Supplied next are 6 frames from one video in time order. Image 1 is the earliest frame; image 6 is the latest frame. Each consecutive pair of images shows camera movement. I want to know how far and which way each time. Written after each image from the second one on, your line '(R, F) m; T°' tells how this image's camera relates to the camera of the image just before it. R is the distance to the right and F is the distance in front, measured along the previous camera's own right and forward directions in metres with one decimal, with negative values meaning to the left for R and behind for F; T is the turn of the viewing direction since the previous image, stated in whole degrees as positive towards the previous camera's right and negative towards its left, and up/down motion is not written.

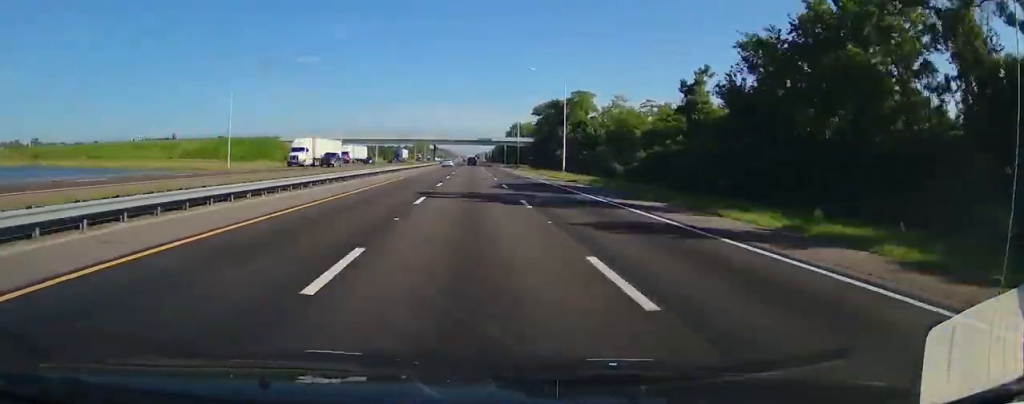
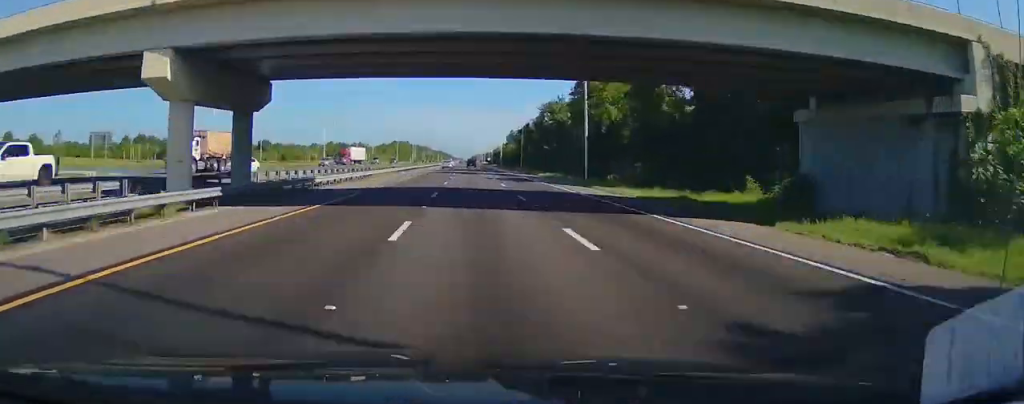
(+1.3, +143.5) m; 0°
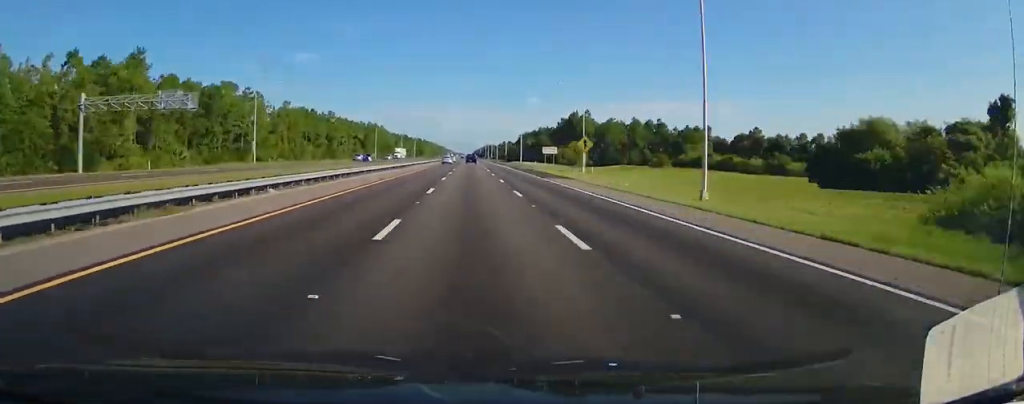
(-0.5, +376.7) m; 0°
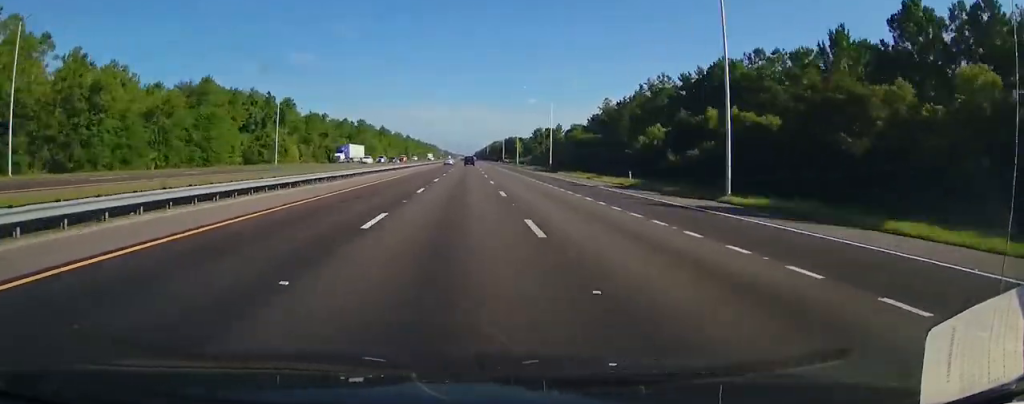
(-1.2, +258.5) m; -1°
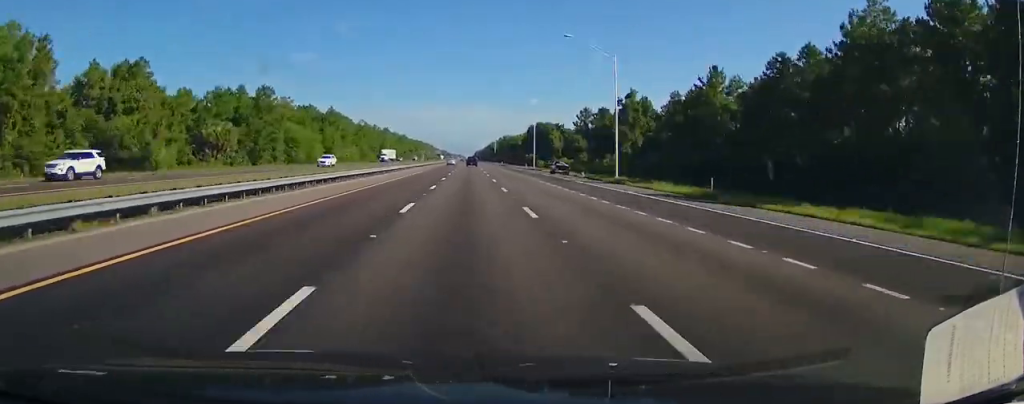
(-0.2, +107.1) m; 0°
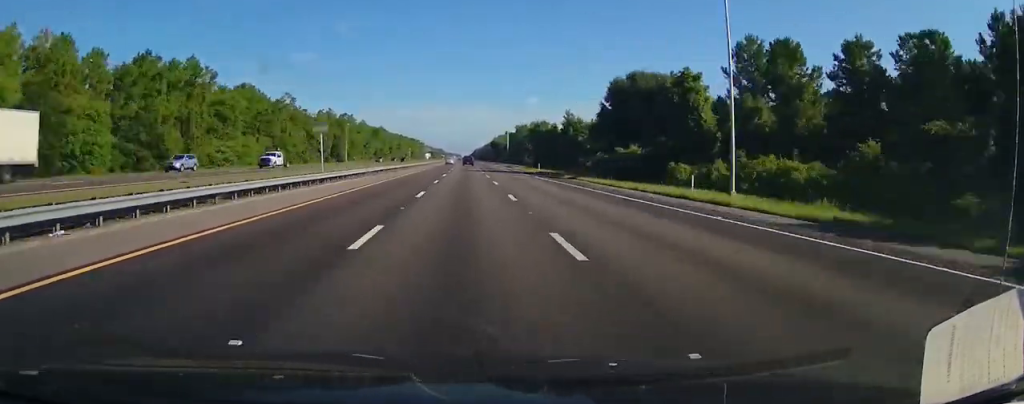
(-0.1, +92.4) m; 0°
